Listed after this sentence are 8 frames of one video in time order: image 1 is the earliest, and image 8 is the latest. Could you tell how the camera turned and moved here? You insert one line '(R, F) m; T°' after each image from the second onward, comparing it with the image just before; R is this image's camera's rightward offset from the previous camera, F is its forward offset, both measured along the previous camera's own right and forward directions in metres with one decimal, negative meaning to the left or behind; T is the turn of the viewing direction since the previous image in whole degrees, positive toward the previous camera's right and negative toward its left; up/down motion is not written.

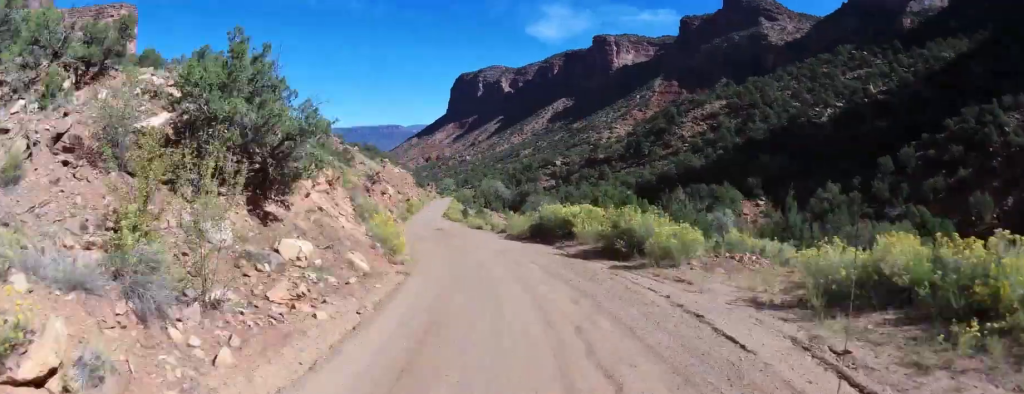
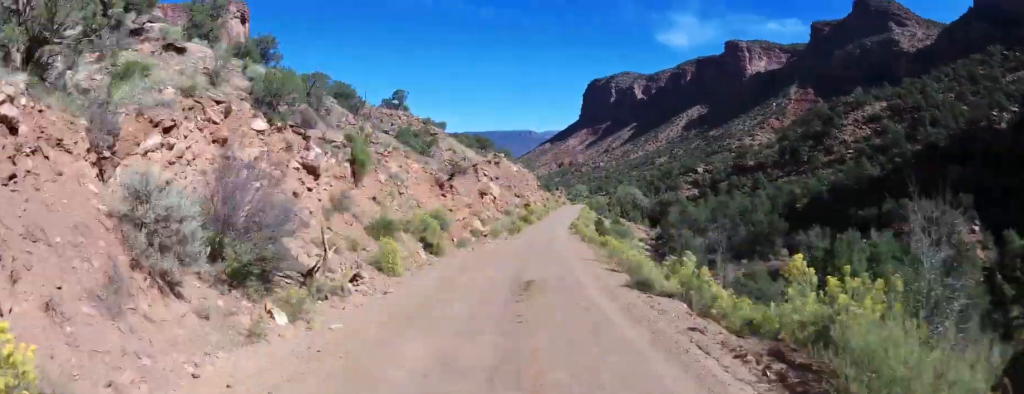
(-1.1, +33.5) m; -1°
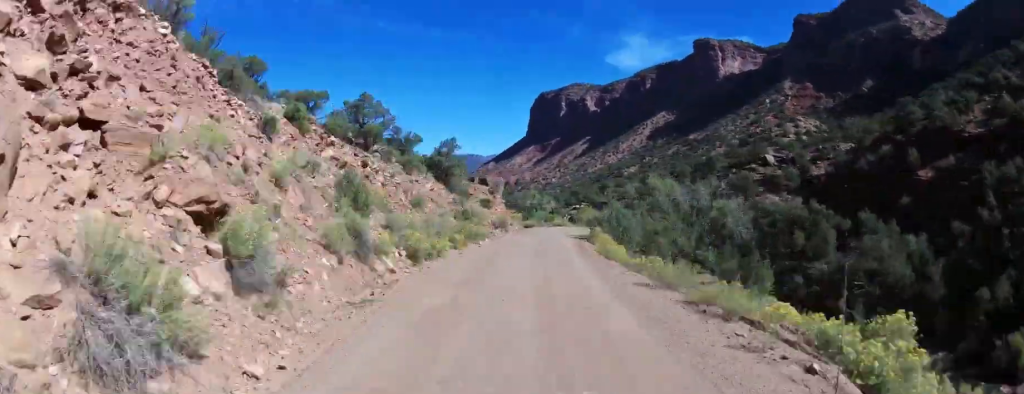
(-9.6, +126.7) m; -11°
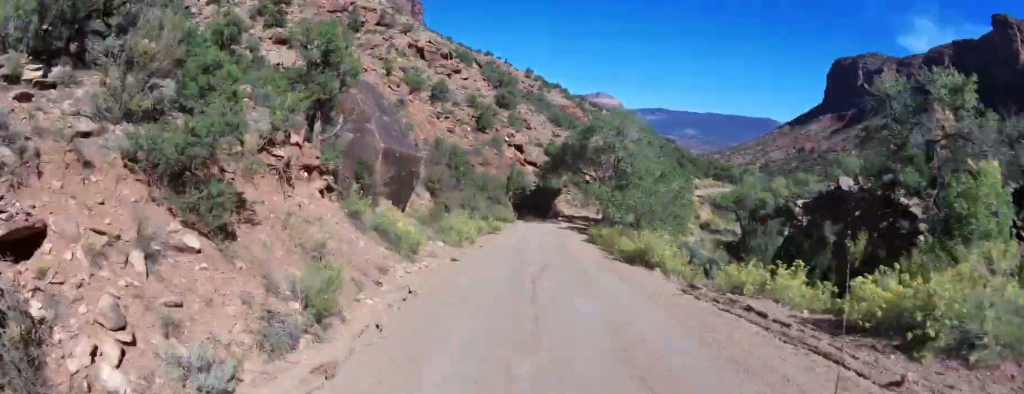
(-5.5, +99.4) m; +8°
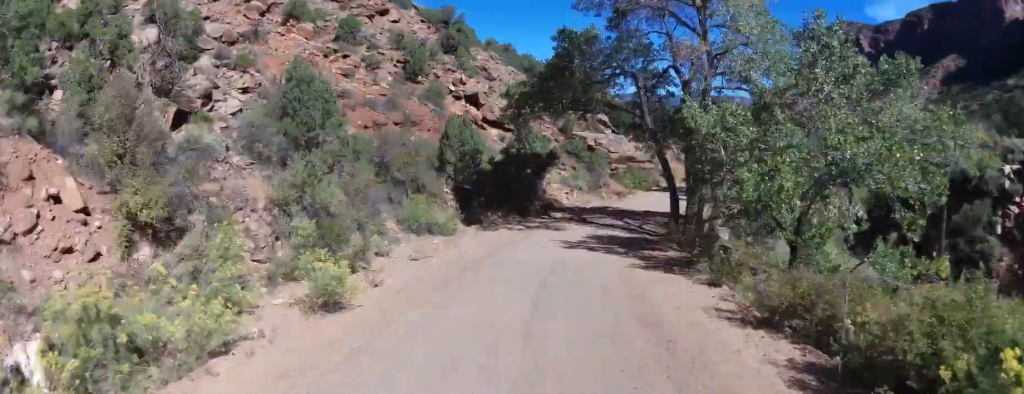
(+2.1, +33.5) m; +4°
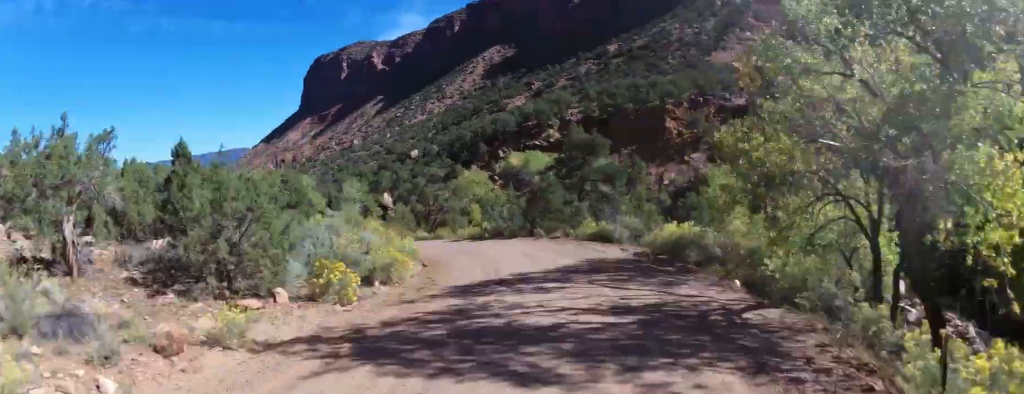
(+3.6, +117.6) m; -15°
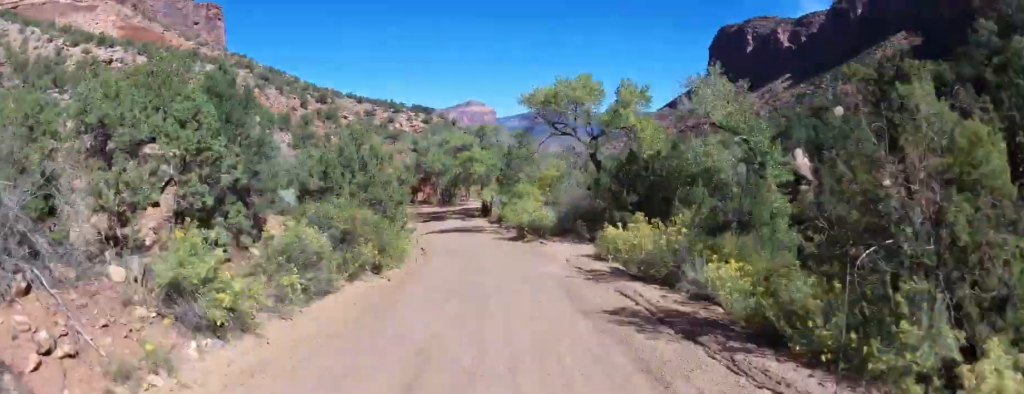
(-12.5, +69.5) m; -3°
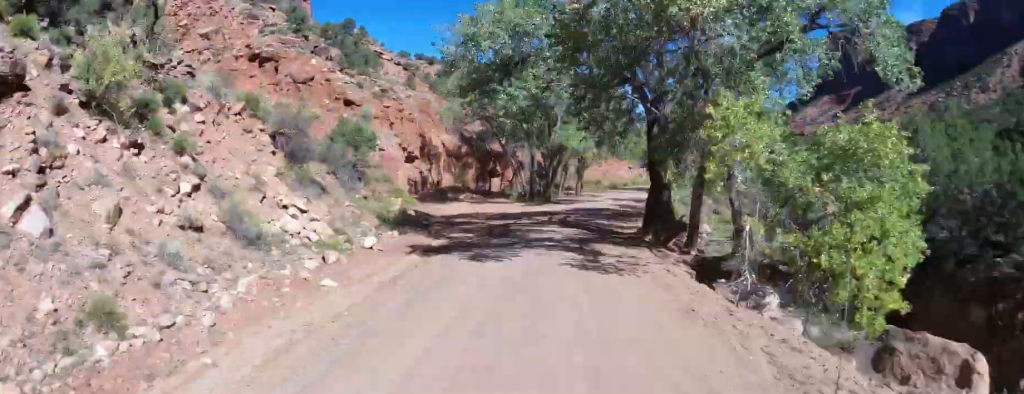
(+2.2, +51.5) m; +2°
